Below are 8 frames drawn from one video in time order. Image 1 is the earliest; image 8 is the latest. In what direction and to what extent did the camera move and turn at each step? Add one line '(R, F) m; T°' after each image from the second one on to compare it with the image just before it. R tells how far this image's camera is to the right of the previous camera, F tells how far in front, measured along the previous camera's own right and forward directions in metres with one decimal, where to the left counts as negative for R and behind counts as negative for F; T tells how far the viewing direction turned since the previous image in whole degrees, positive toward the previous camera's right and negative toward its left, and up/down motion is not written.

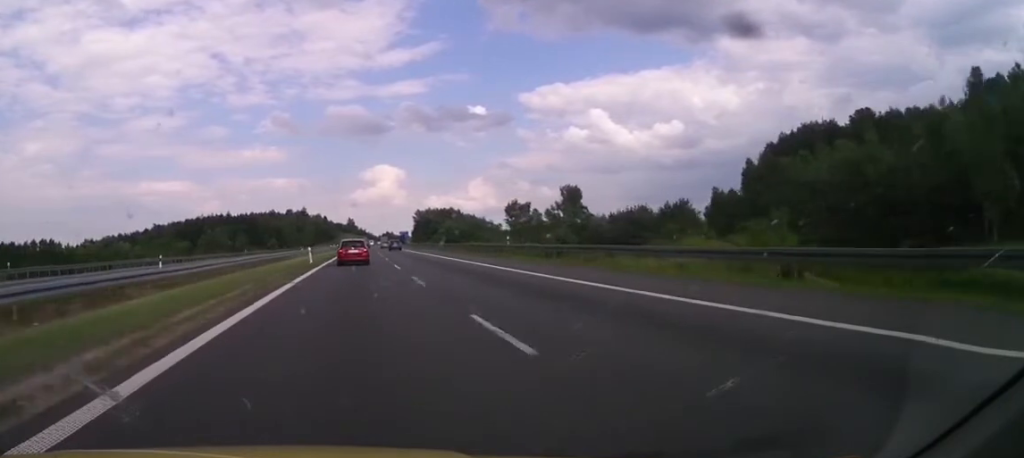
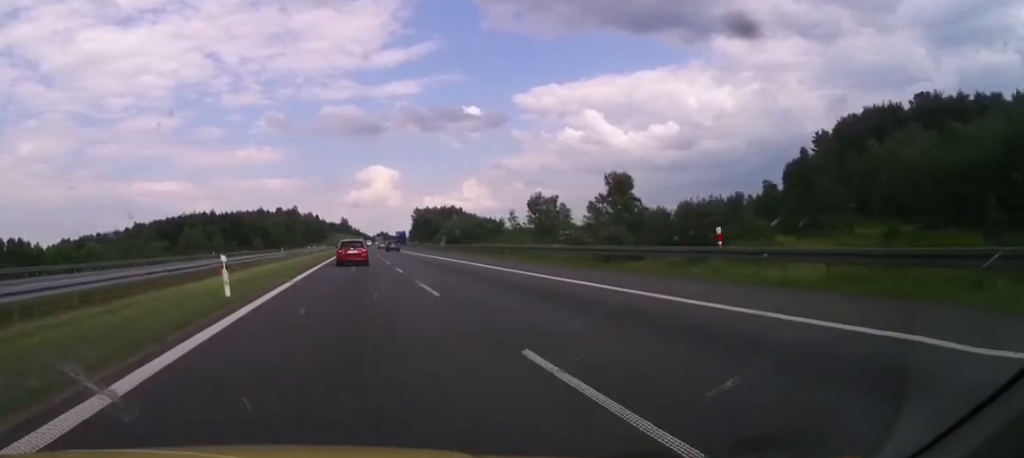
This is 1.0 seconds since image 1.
(-0.5, +26.5) m; +1°
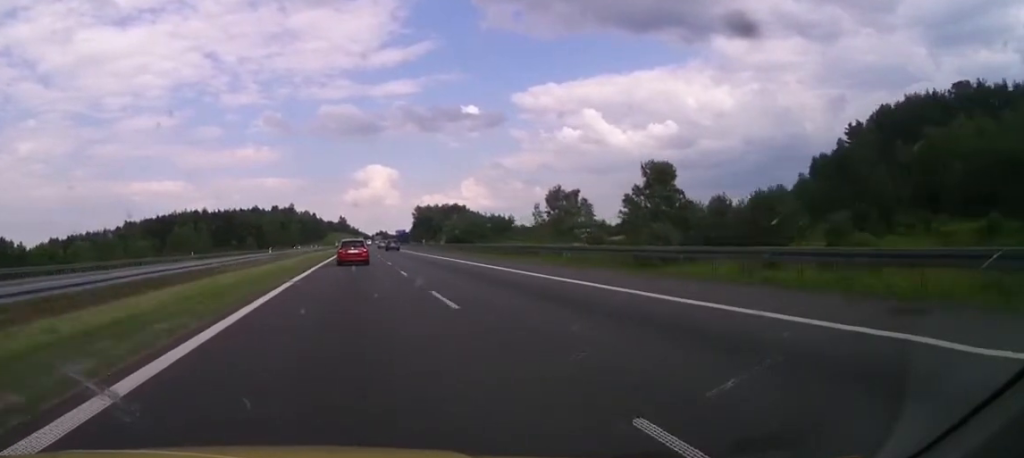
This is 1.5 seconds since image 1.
(+0.6, +14.2) m; +1°
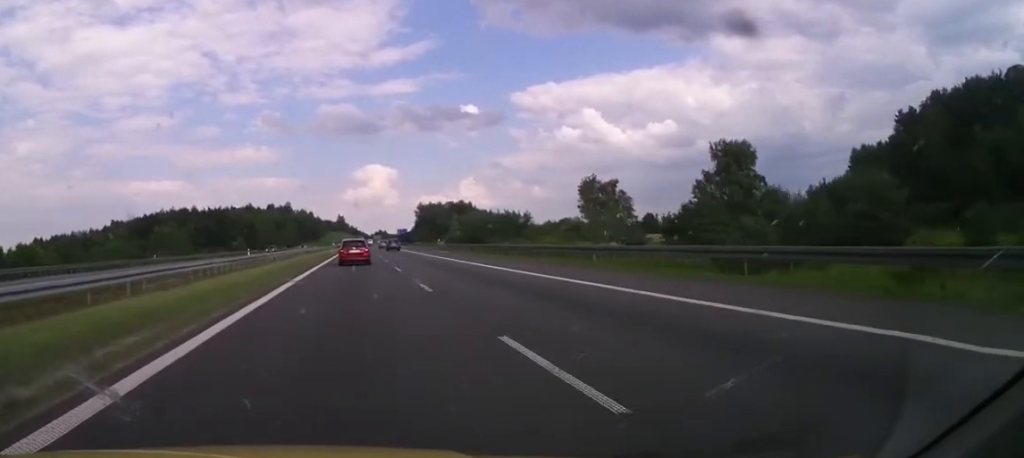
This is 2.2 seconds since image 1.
(+0.3, +18.7) m; 0°
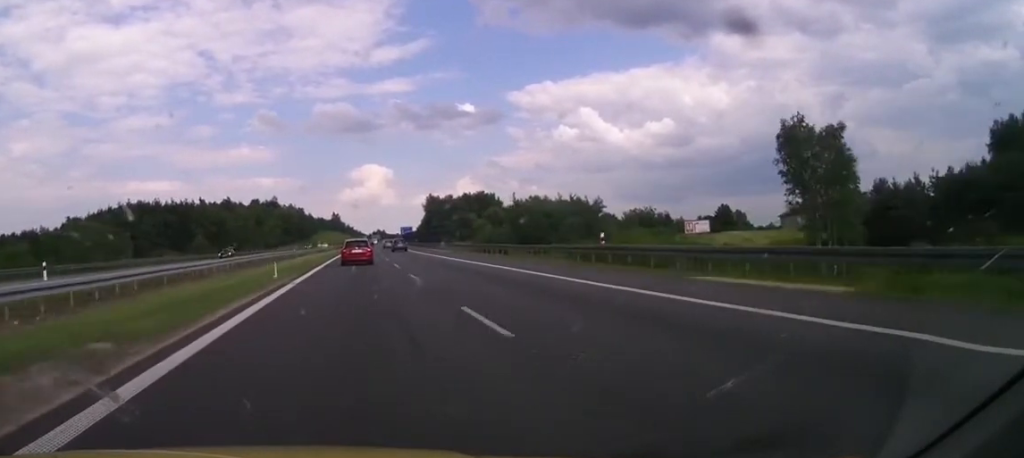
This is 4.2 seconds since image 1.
(-0.8, +53.3) m; -1°
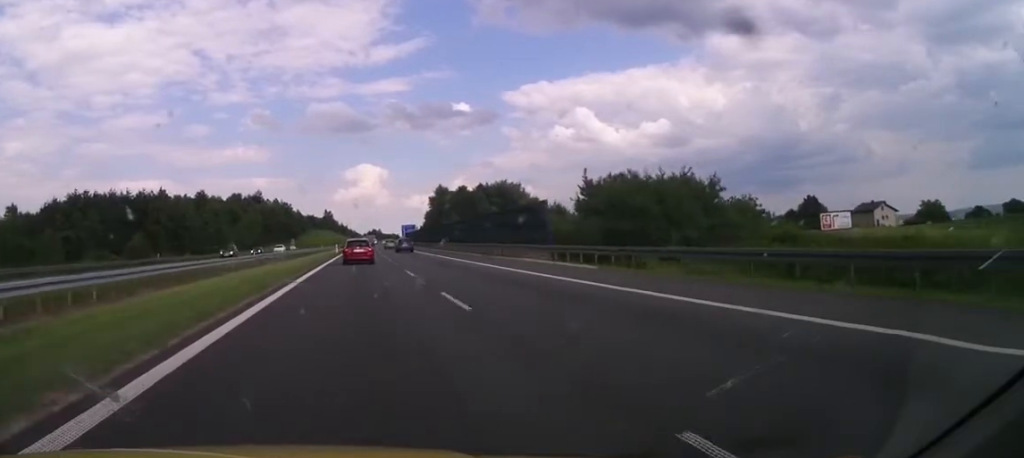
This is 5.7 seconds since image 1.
(+0.1, +42.8) m; 0°
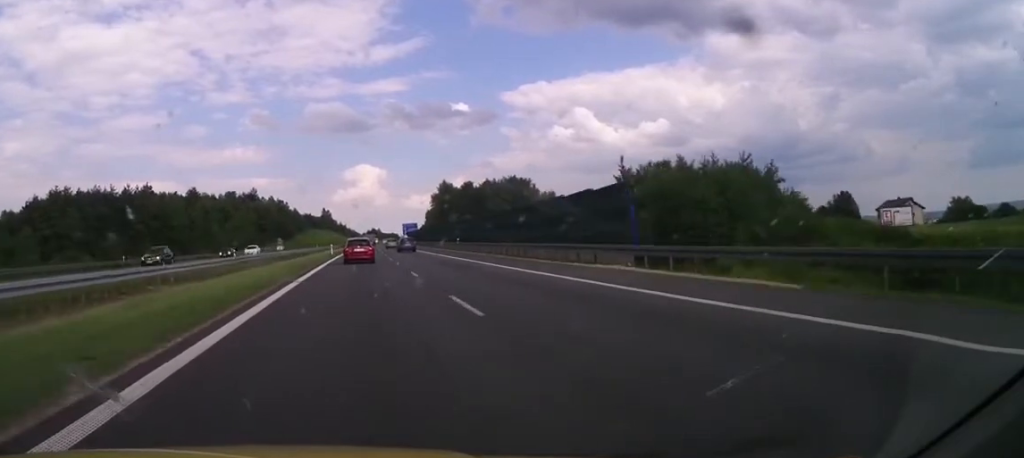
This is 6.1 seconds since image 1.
(0.0, +12.3) m; 0°
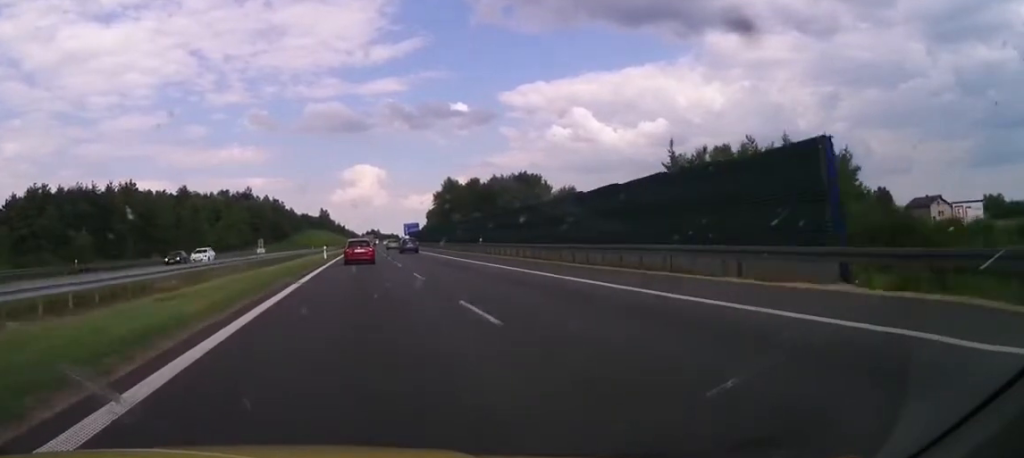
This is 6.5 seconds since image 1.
(0.0, +12.2) m; 0°
